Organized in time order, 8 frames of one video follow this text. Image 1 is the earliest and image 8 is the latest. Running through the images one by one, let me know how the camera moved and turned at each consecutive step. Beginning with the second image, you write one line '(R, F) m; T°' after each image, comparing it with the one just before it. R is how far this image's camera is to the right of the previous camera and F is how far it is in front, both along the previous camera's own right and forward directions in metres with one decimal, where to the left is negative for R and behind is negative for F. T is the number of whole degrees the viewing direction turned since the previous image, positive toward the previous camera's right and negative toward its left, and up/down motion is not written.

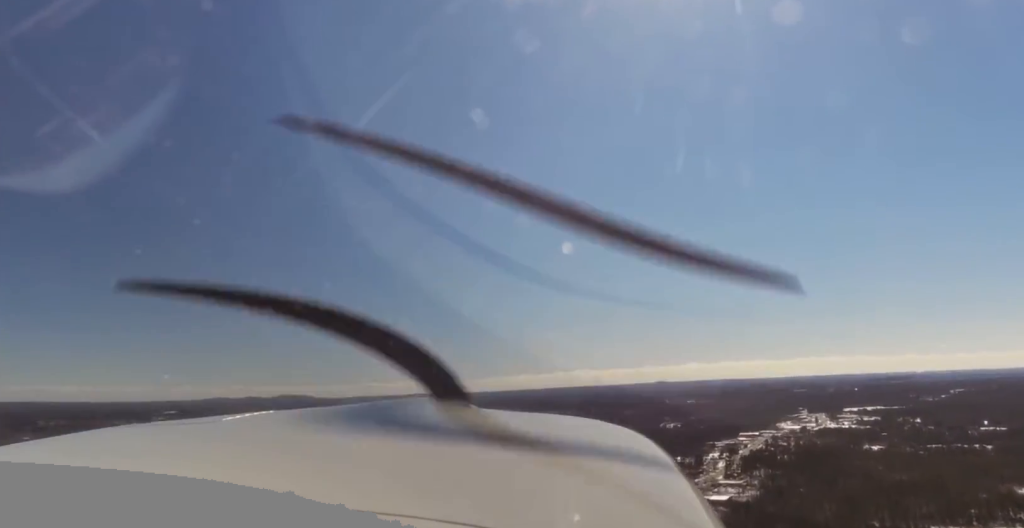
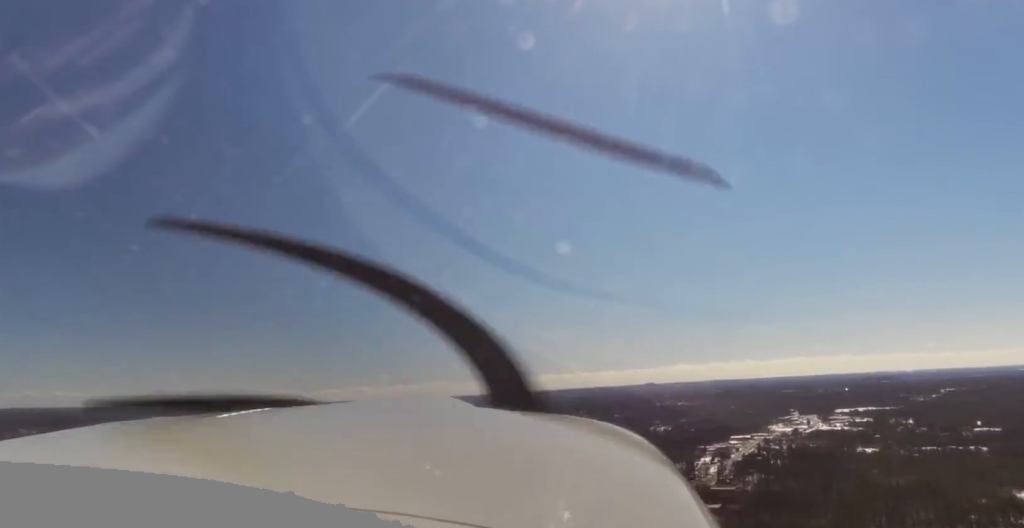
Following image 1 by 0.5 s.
(-0.8, +27.3) m; 0°
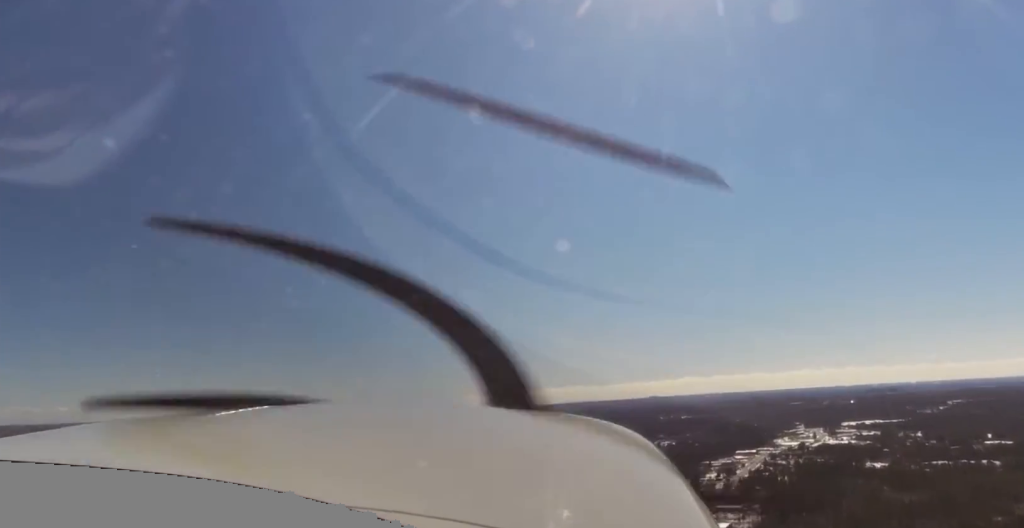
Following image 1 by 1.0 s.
(+0.2, +25.7) m; 0°
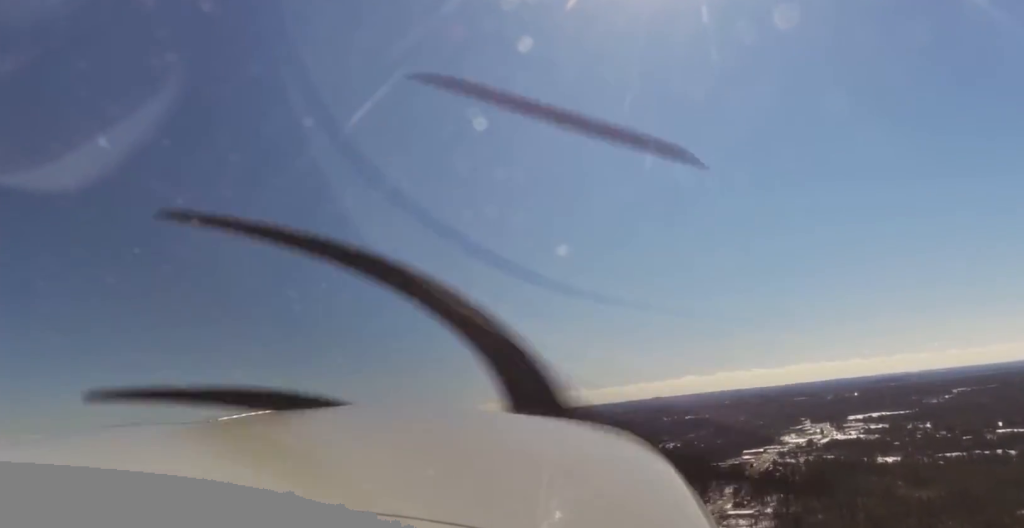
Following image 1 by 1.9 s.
(+1.0, +44.4) m; 0°
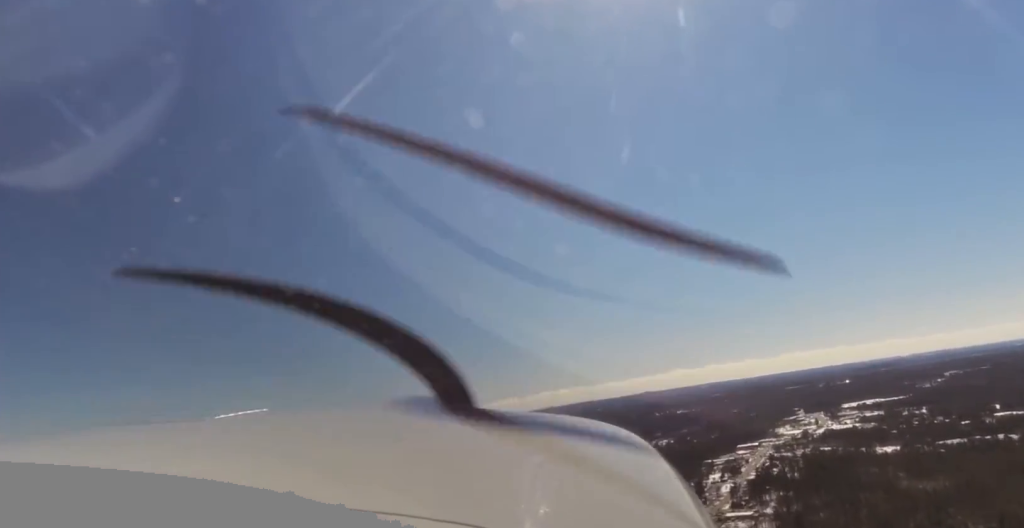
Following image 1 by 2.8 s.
(-1.5, +44.4) m; -1°
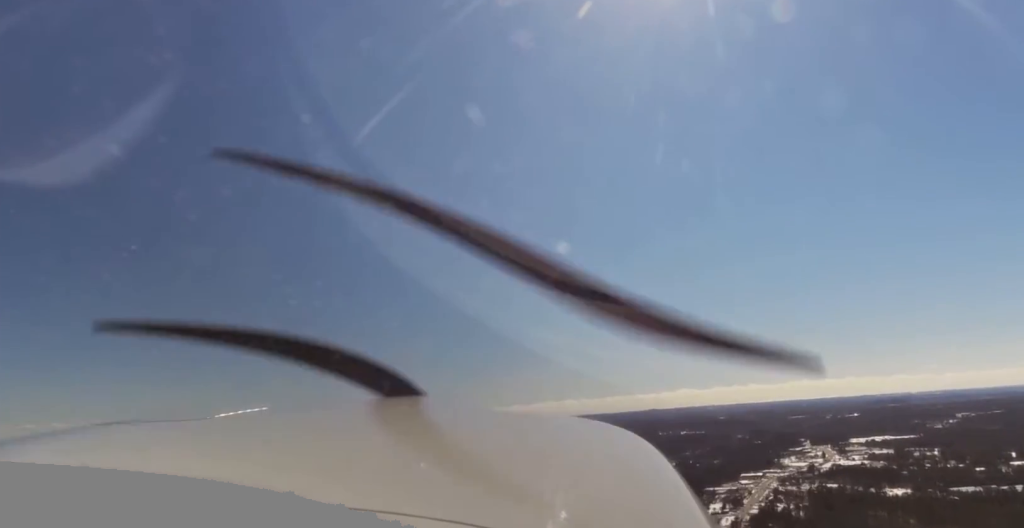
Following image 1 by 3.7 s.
(+1.2, +46.0) m; 0°
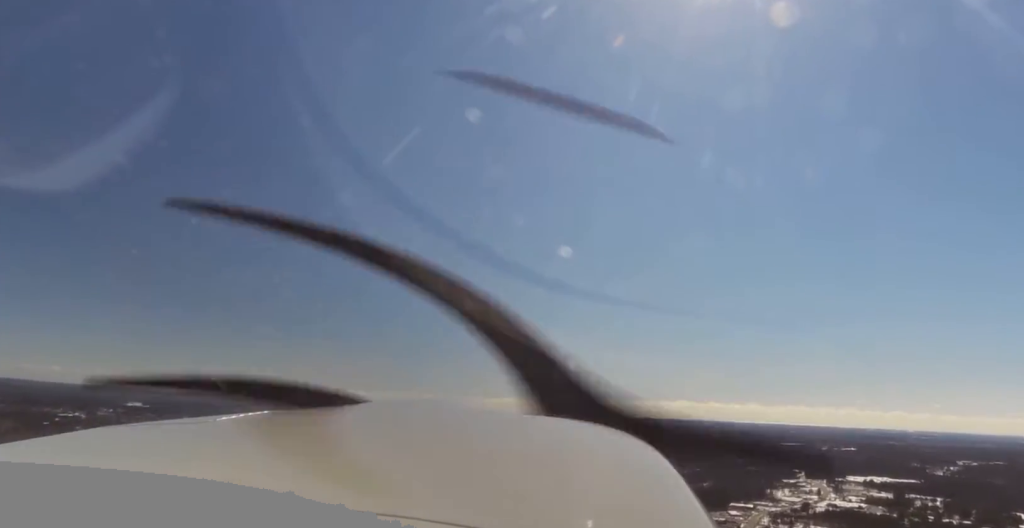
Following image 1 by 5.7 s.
(-1.5, +106.7) m; -1°
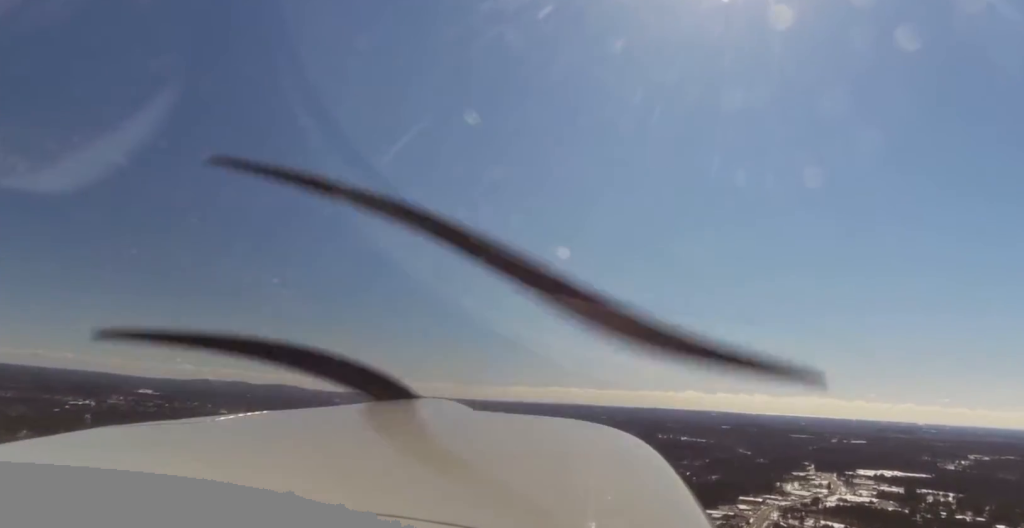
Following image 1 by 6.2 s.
(-0.2, +24.2) m; 0°
